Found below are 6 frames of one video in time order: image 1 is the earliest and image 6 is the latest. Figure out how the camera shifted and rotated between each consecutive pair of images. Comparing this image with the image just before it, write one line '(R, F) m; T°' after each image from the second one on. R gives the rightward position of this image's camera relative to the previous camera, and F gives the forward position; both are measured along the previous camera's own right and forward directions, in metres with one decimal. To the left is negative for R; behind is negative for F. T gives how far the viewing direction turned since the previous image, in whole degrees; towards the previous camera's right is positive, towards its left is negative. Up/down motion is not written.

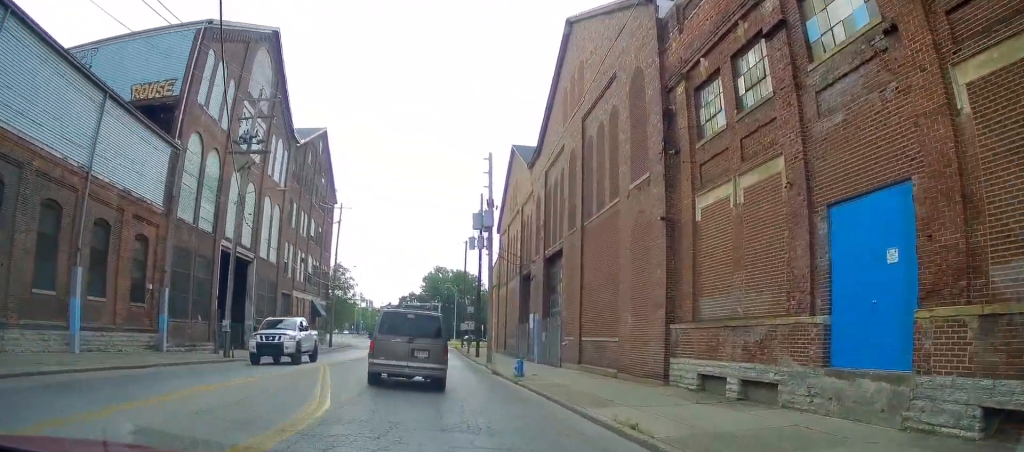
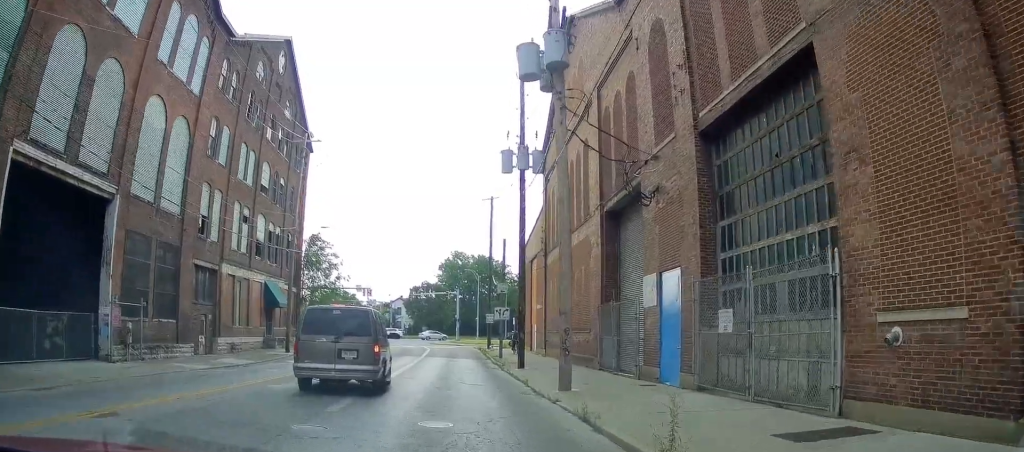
(+0.3, +19.9) m; +4°
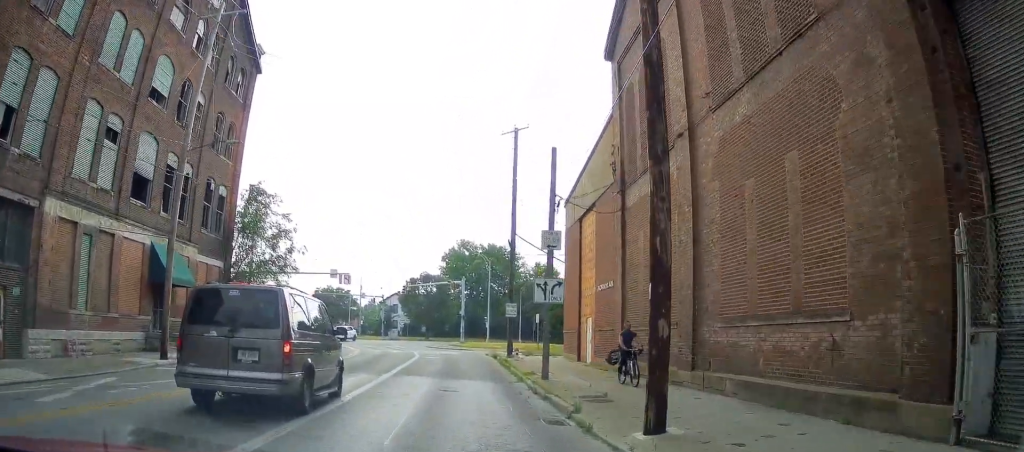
(+1.5, +17.5) m; +3°
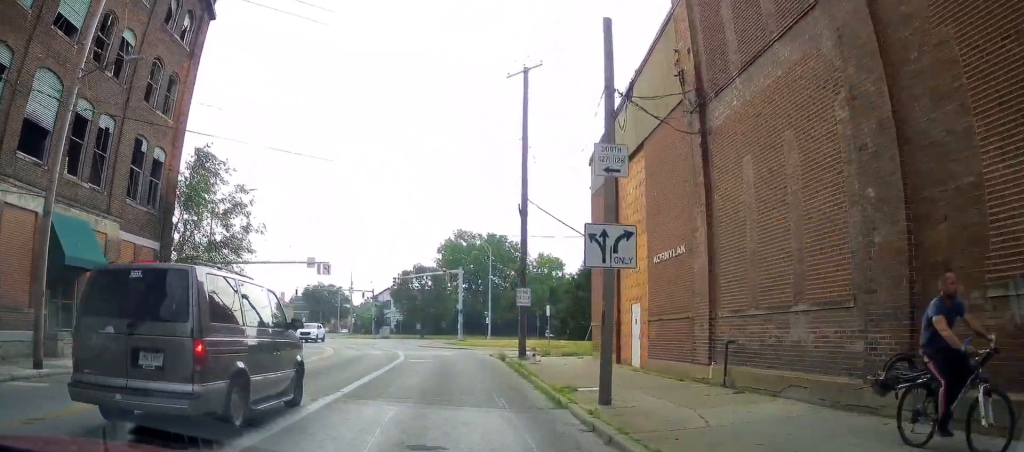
(-0.2, +7.9) m; -2°
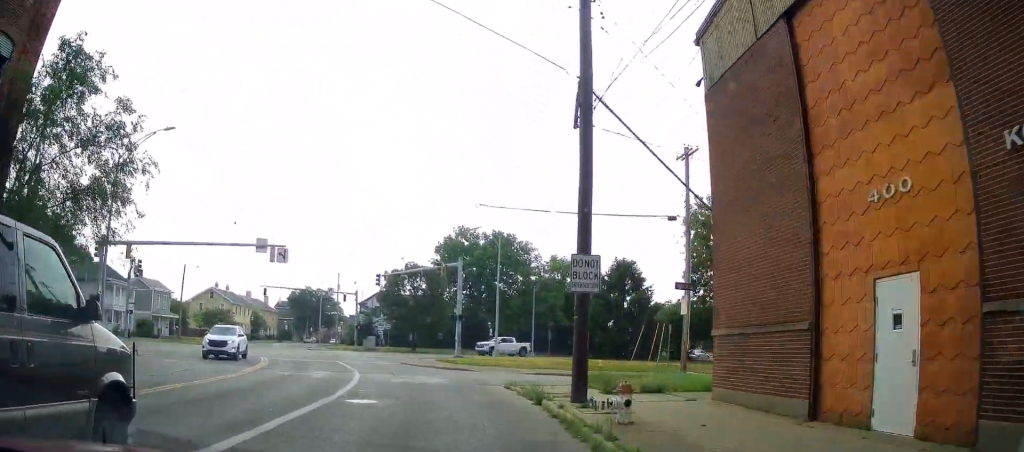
(-0.1, +13.1) m; +2°
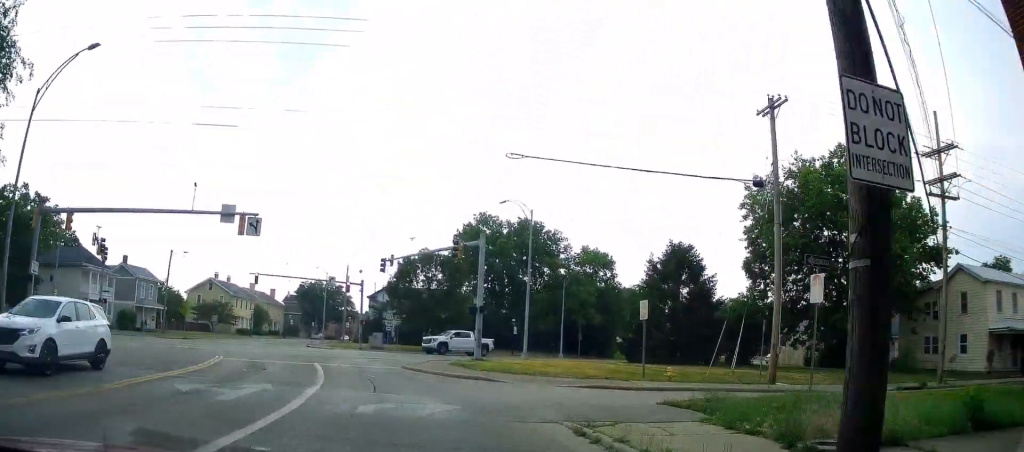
(+0.2, +8.9) m; -3°
